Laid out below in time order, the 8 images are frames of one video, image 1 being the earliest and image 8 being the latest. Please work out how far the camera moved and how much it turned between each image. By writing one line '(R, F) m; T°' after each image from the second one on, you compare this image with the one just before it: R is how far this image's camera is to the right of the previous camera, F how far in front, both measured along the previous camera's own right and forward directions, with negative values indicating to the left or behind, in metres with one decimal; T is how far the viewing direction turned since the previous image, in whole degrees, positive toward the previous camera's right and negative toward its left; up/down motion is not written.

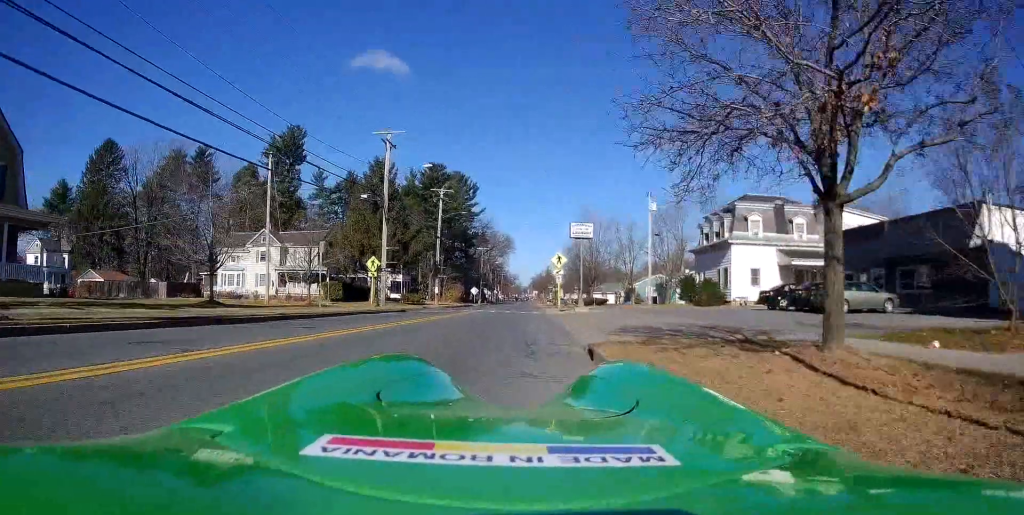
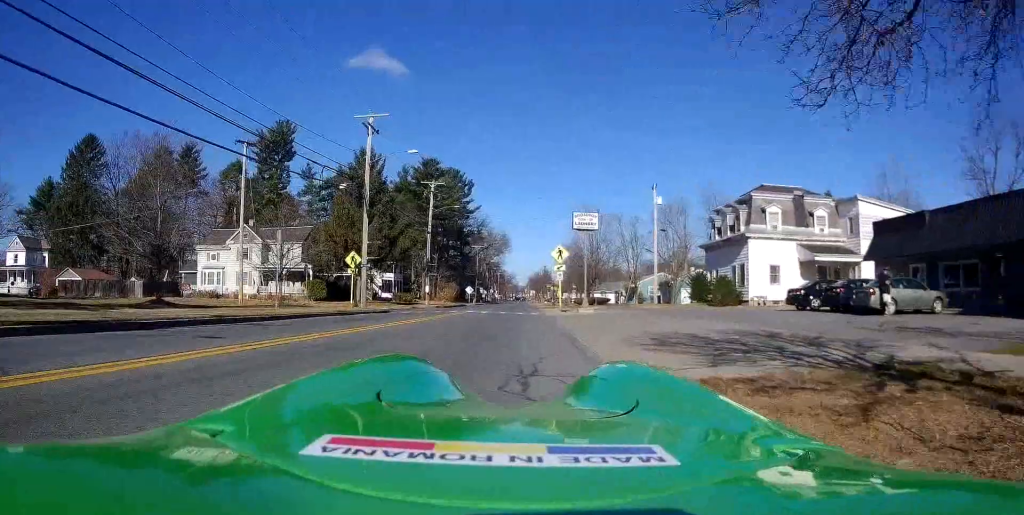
(0.0, +4.5) m; 0°
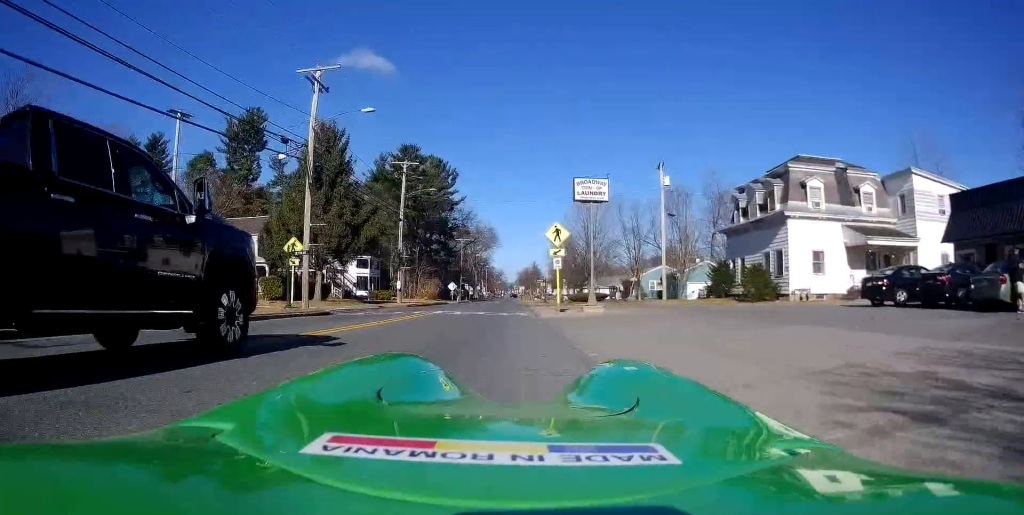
(0.0, +8.2) m; -4°
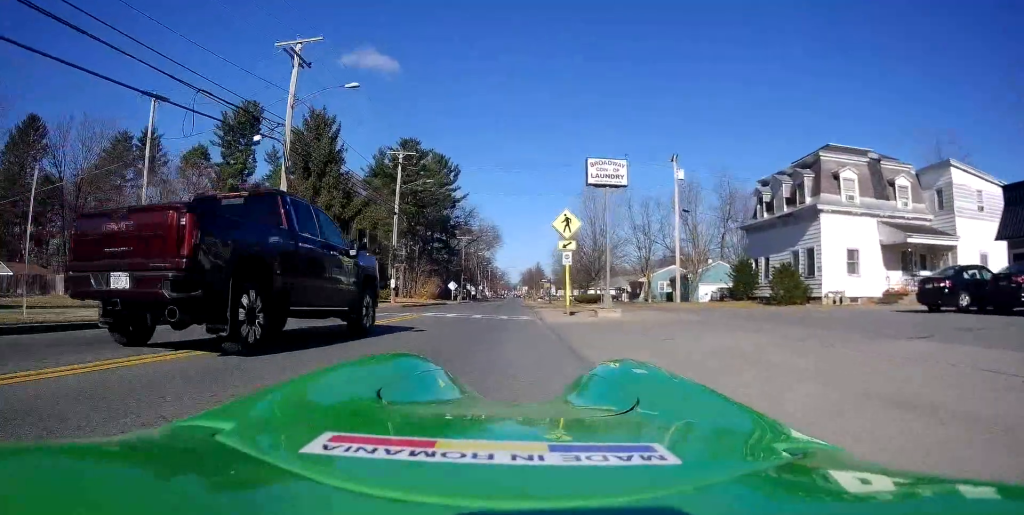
(-0.3, +3.7) m; +2°
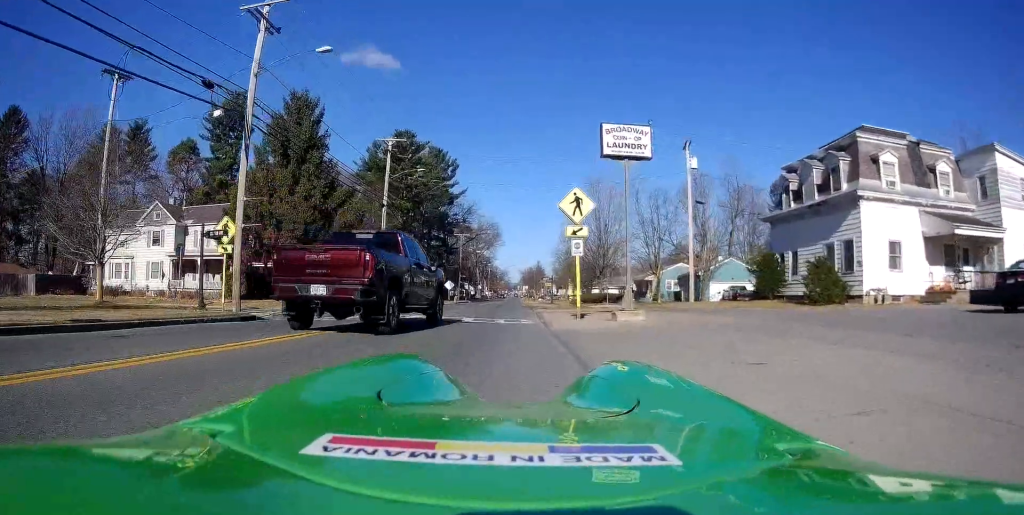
(+0.1, +3.9) m; +3°
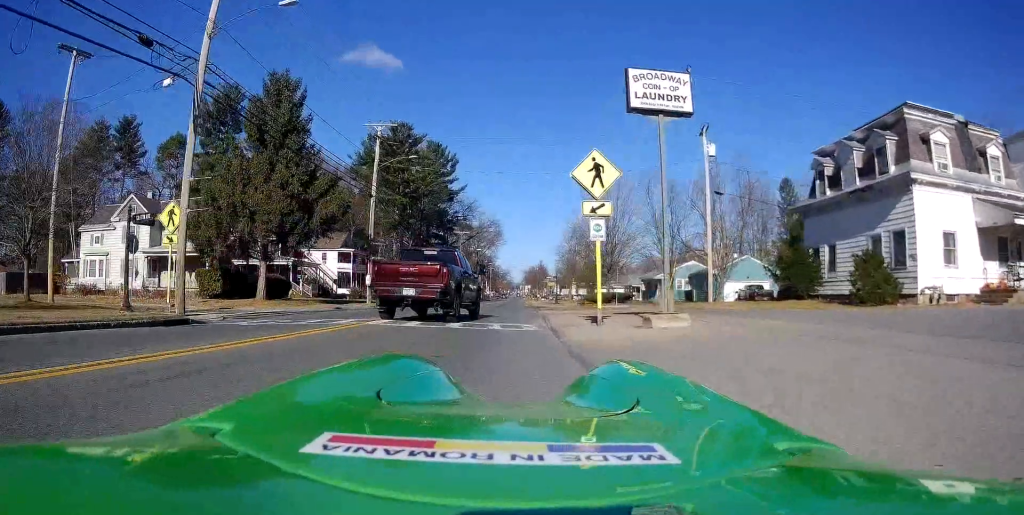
(+0.5, +3.9) m; +3°
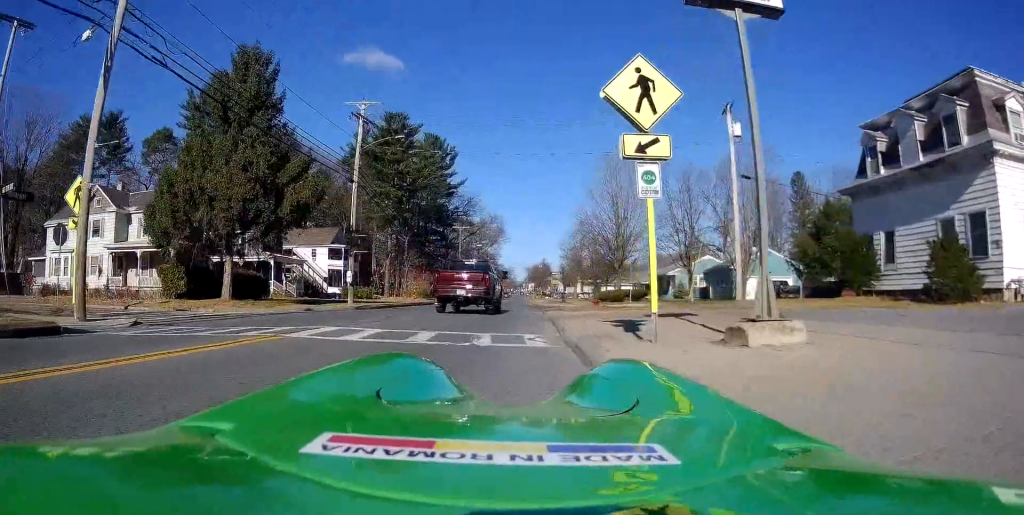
(-0.3, +4.8) m; -3°
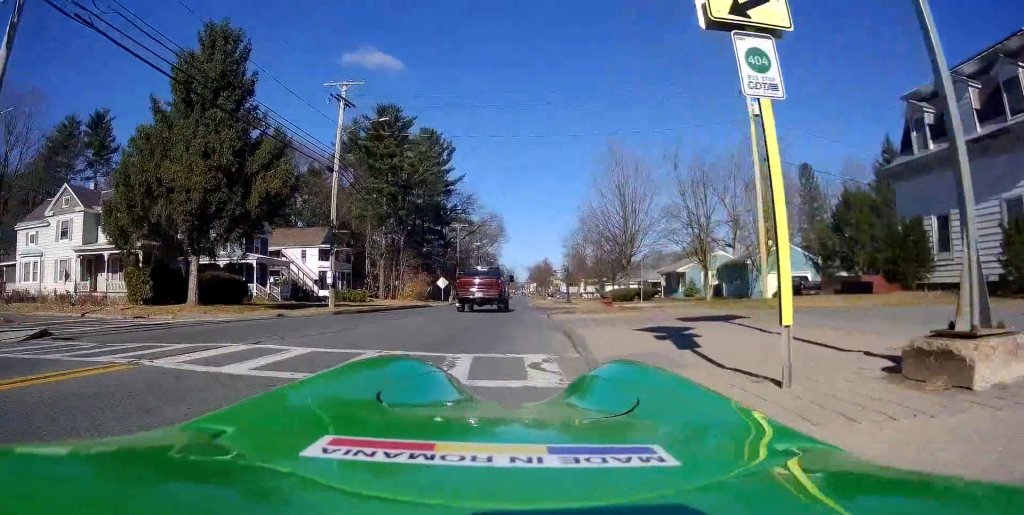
(-0.1, +3.6) m; -2°
